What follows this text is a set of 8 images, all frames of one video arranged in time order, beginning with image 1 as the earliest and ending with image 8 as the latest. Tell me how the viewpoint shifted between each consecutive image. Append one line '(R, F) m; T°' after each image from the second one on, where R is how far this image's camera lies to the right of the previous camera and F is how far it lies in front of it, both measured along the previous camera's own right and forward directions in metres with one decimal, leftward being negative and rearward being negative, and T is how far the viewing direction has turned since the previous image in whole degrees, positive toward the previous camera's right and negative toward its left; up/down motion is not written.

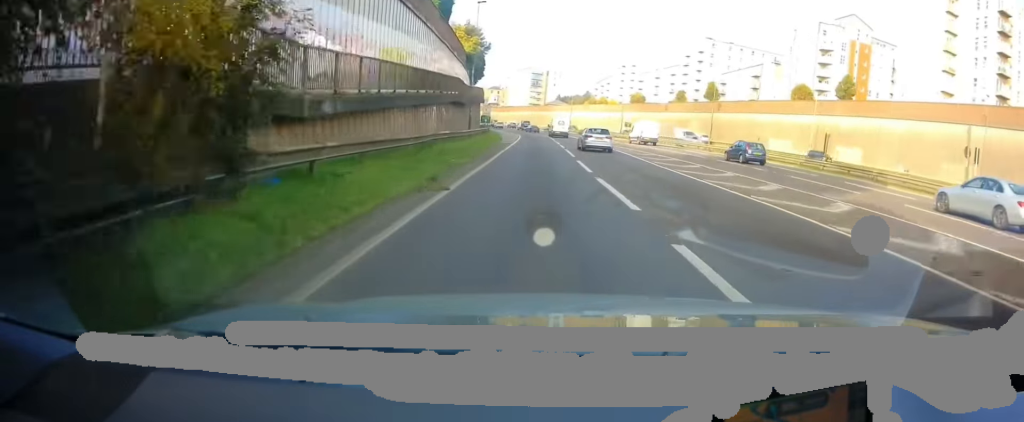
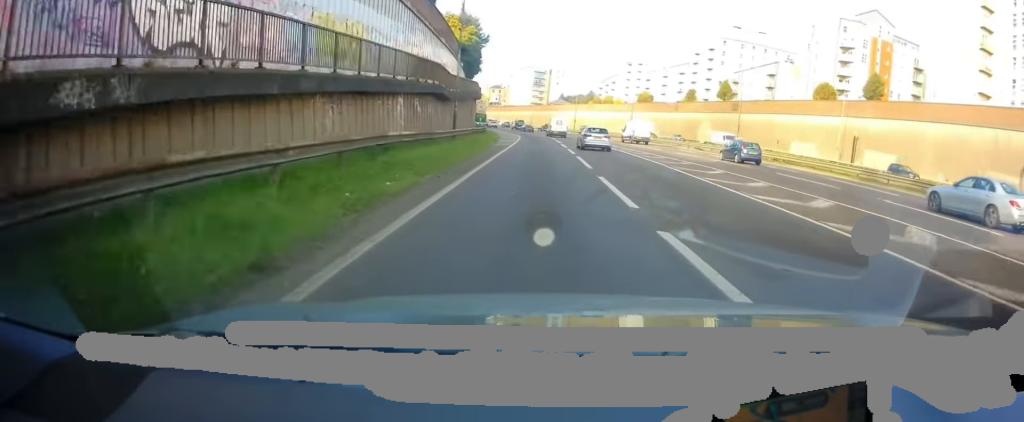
(-0.2, +8.0) m; -1°
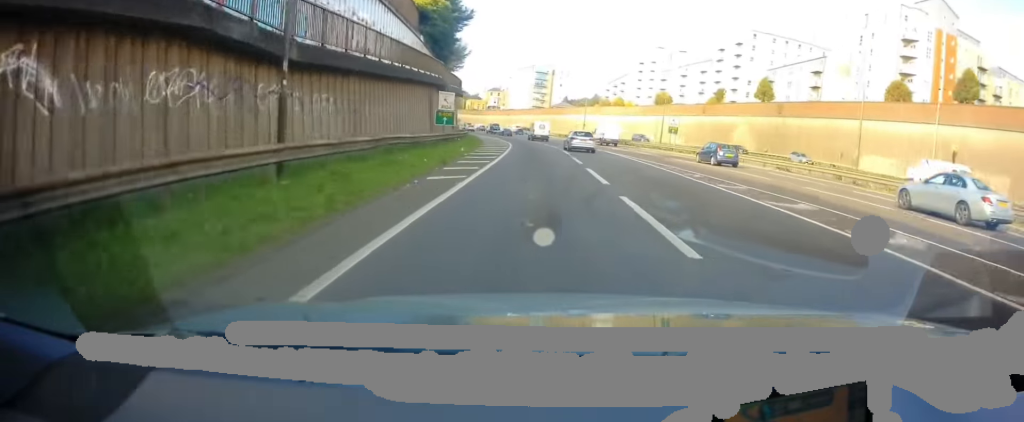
(-0.4, +22.0) m; -1°
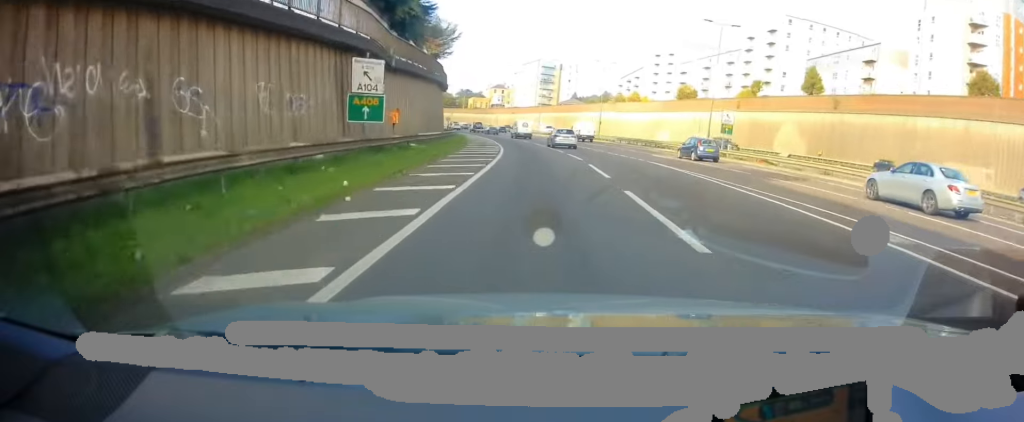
(0.0, +17.3) m; -1°
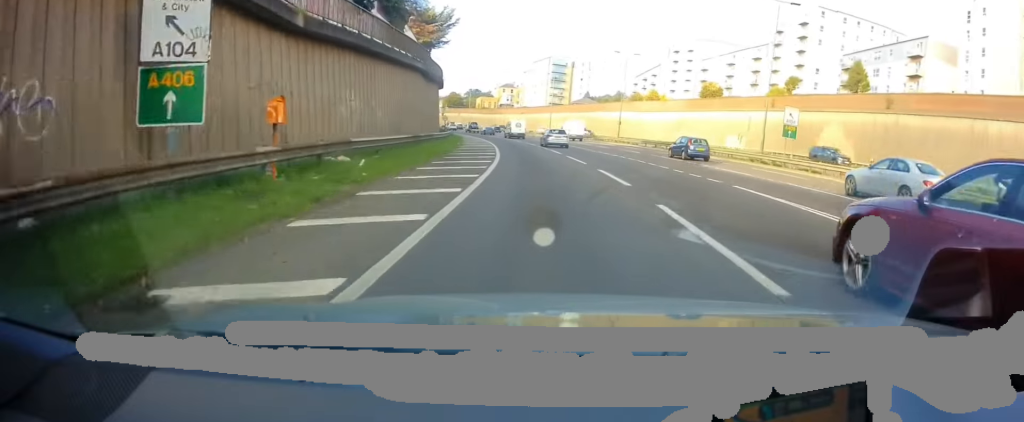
(0.0, +11.1) m; -1°
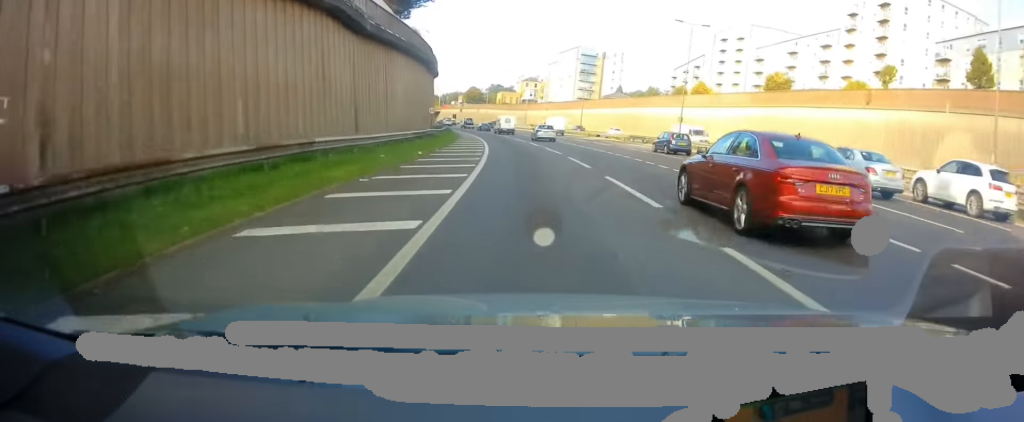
(-0.5, +22.1) m; -2°
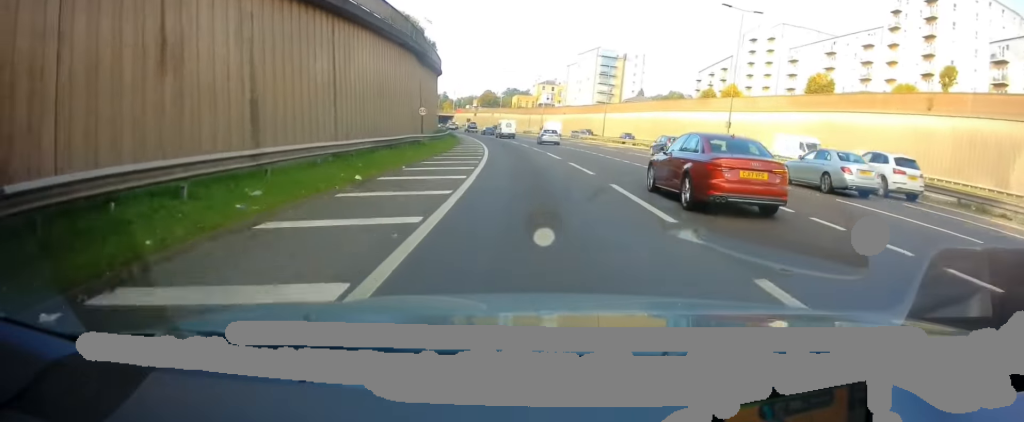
(+0.1, +10.0) m; -1°
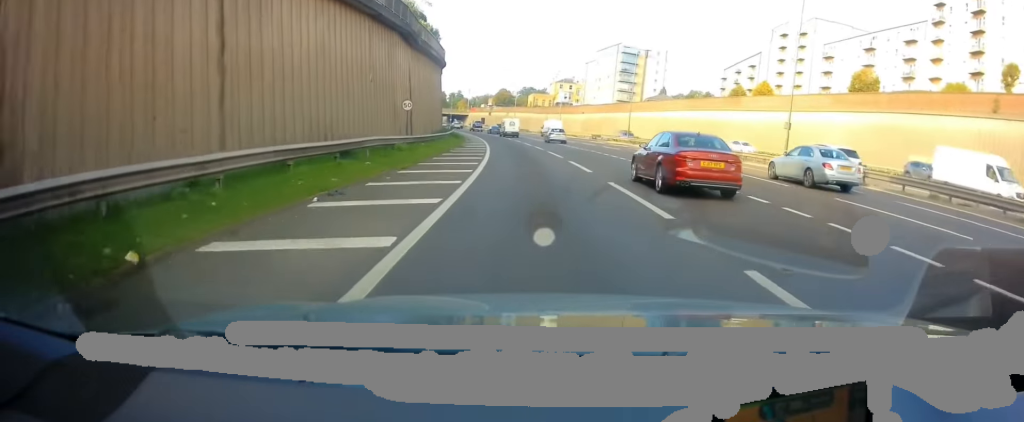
(-0.2, +8.6) m; -2°
